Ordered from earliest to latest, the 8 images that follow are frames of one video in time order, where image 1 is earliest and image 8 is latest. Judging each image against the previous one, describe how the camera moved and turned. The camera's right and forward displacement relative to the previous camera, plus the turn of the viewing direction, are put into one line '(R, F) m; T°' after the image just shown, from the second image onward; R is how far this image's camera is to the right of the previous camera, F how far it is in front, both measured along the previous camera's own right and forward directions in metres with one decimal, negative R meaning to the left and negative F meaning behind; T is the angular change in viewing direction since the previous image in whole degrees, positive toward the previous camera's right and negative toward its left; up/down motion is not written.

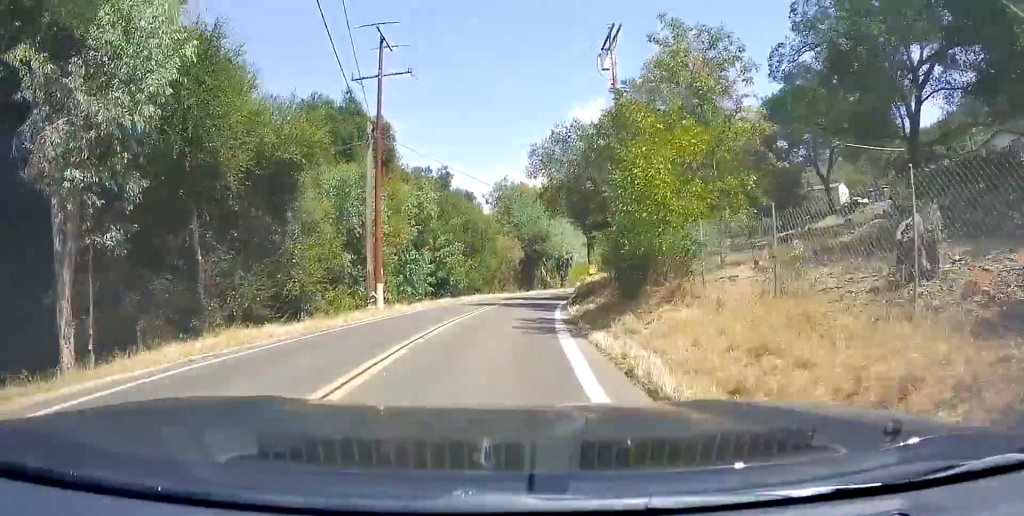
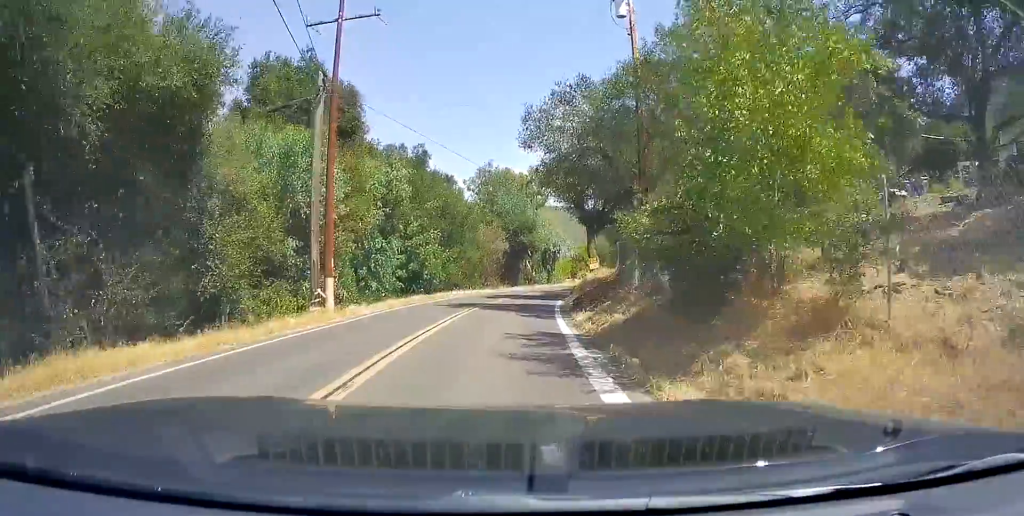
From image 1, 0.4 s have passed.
(0.0, +6.0) m; +1°
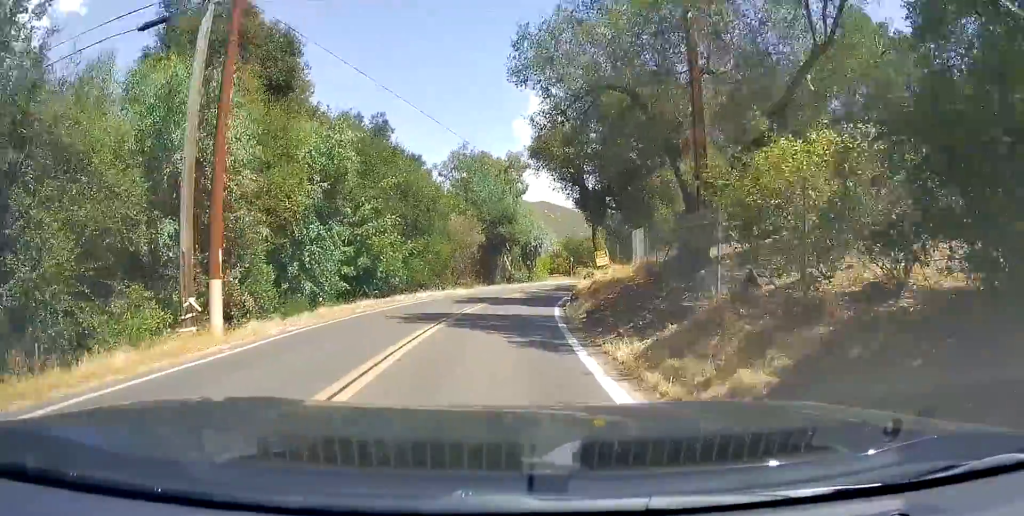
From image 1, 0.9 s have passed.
(-0.4, +7.7) m; +2°
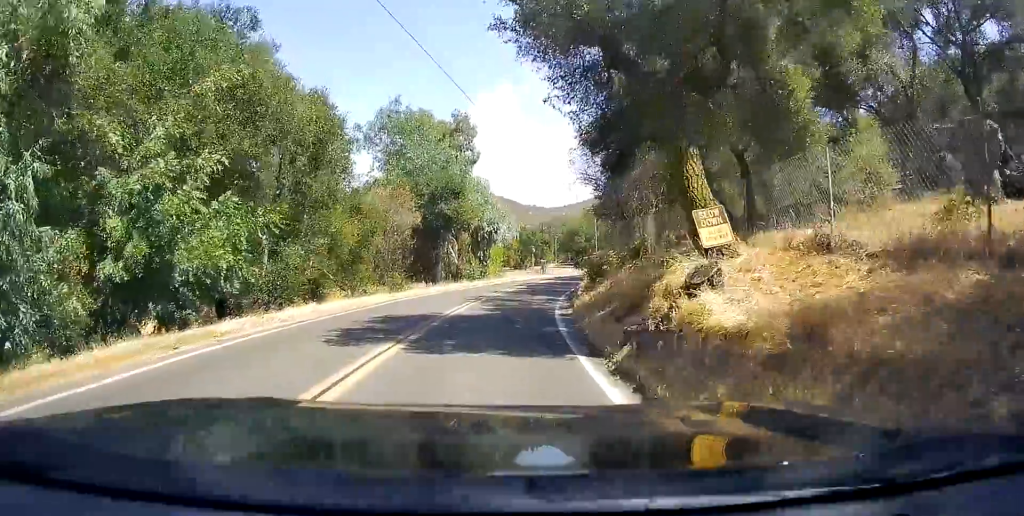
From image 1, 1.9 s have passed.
(+1.0, +14.6) m; +4°
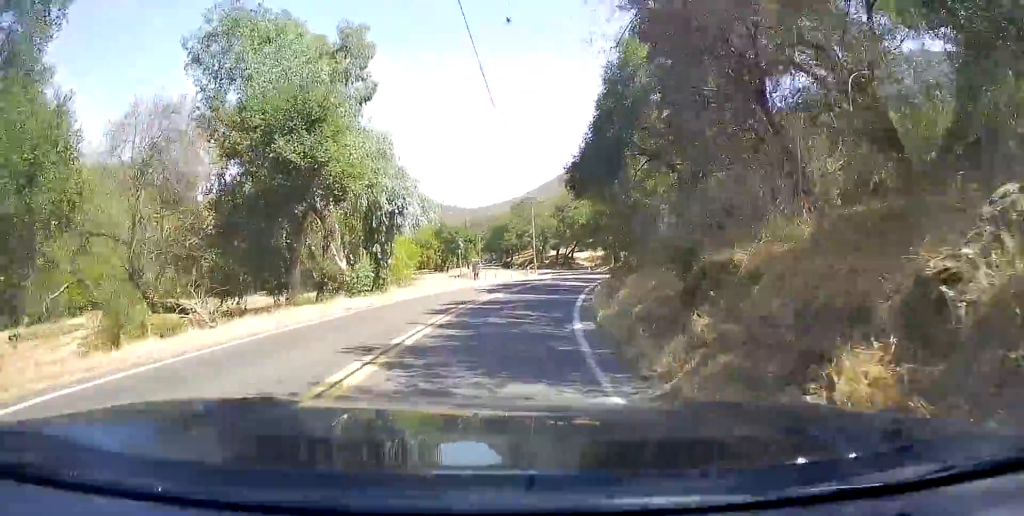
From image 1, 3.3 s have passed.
(+0.5, +19.4) m; +10°
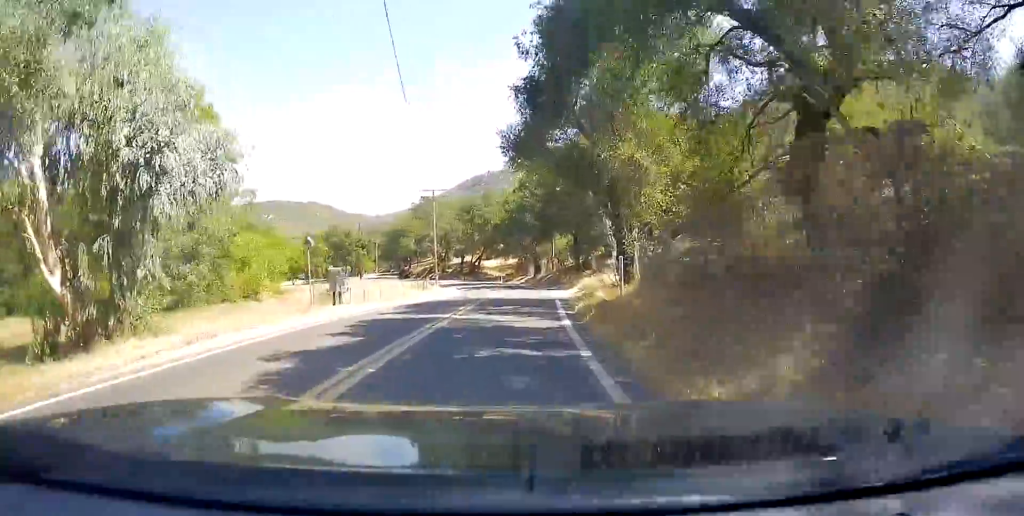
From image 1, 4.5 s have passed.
(+2.7, +17.1) m; +10°
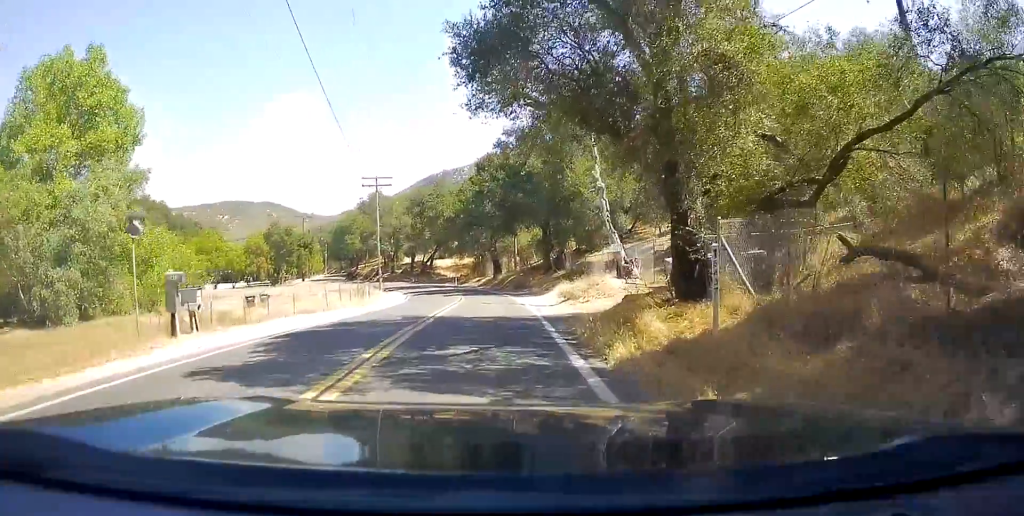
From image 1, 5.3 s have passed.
(0.0, +10.2) m; +2°
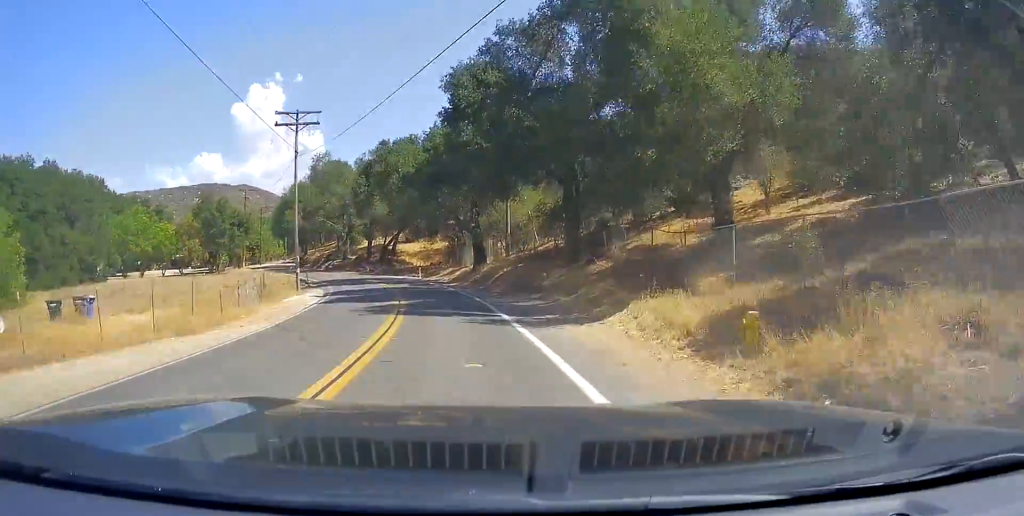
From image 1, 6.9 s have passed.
(+1.3, +22.2) m; +4°
